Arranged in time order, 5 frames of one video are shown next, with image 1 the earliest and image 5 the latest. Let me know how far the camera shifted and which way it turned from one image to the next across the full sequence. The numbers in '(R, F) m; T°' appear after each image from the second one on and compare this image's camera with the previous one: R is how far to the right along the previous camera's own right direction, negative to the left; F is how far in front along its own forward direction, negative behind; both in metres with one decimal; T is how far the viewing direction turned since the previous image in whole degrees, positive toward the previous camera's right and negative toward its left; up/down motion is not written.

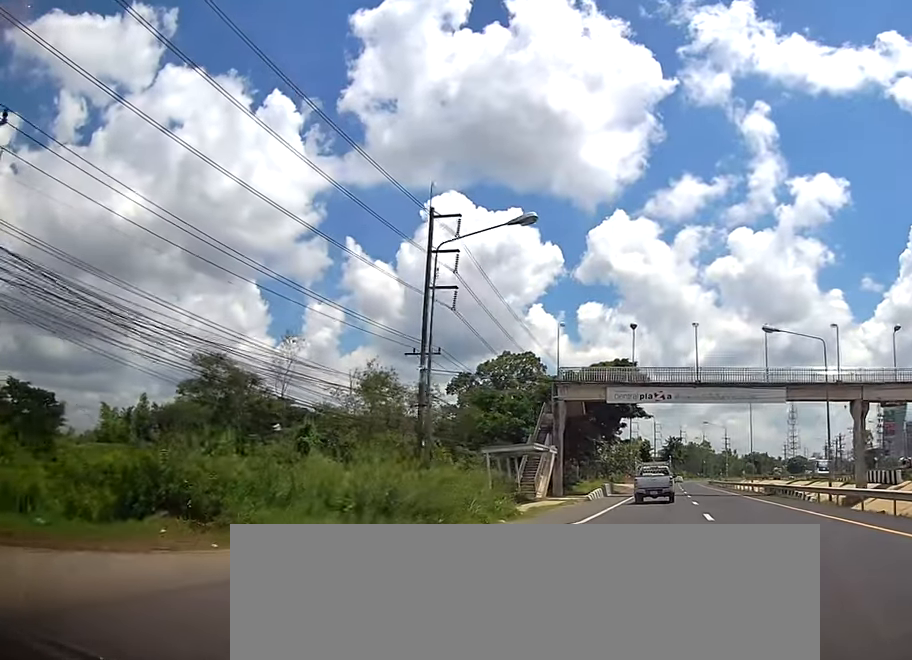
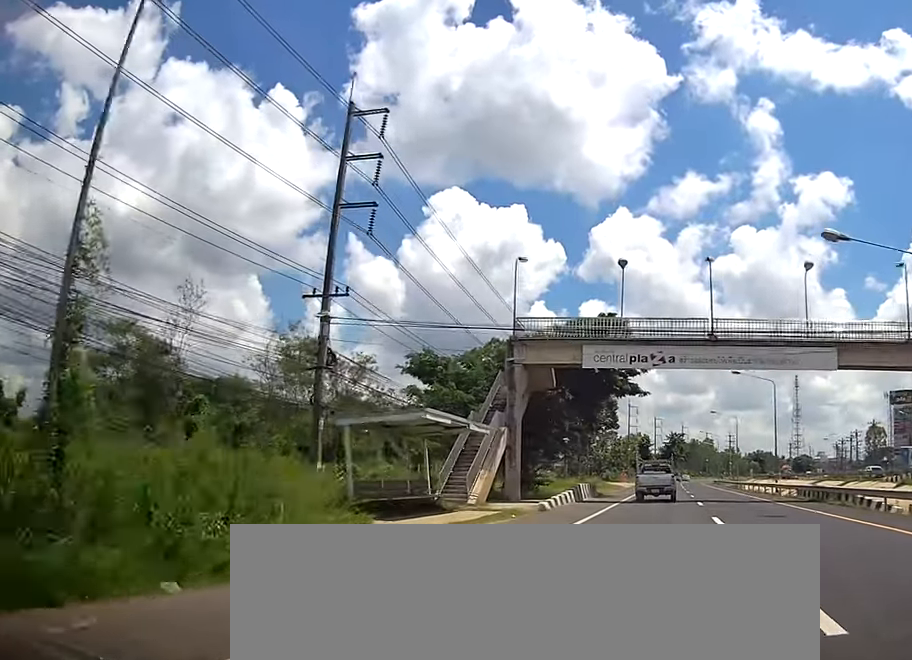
(-0.6, +14.7) m; 0°
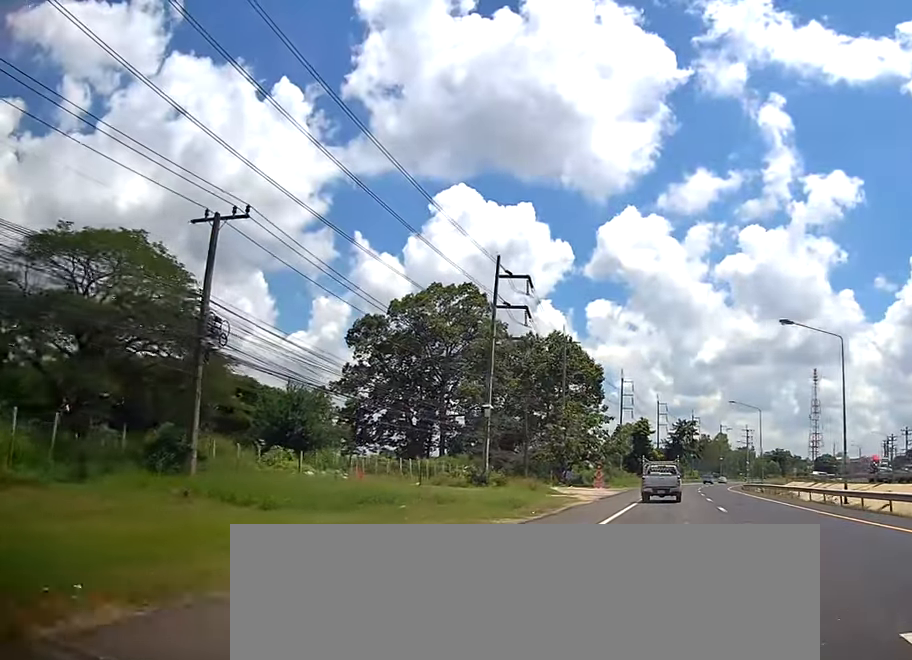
(+2.2, +50.3) m; 0°
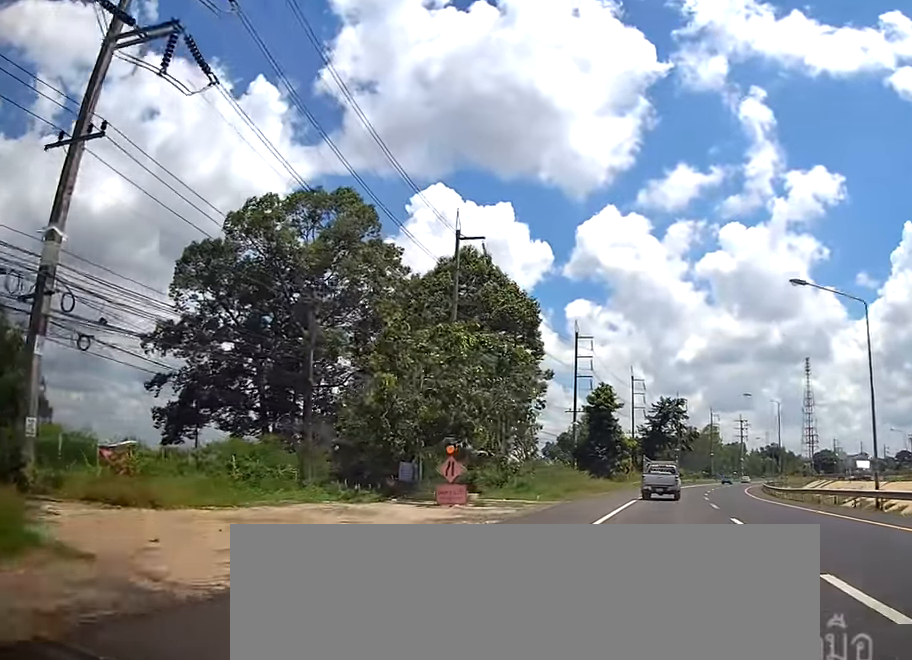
(+0.5, +43.3) m; +3°
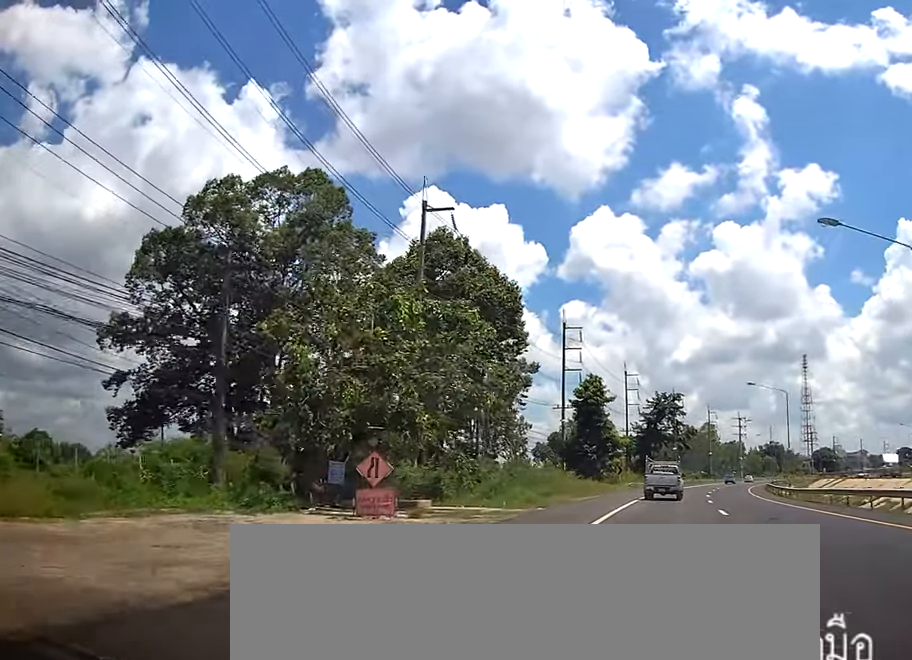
(0.0, +6.6) m; 0°
